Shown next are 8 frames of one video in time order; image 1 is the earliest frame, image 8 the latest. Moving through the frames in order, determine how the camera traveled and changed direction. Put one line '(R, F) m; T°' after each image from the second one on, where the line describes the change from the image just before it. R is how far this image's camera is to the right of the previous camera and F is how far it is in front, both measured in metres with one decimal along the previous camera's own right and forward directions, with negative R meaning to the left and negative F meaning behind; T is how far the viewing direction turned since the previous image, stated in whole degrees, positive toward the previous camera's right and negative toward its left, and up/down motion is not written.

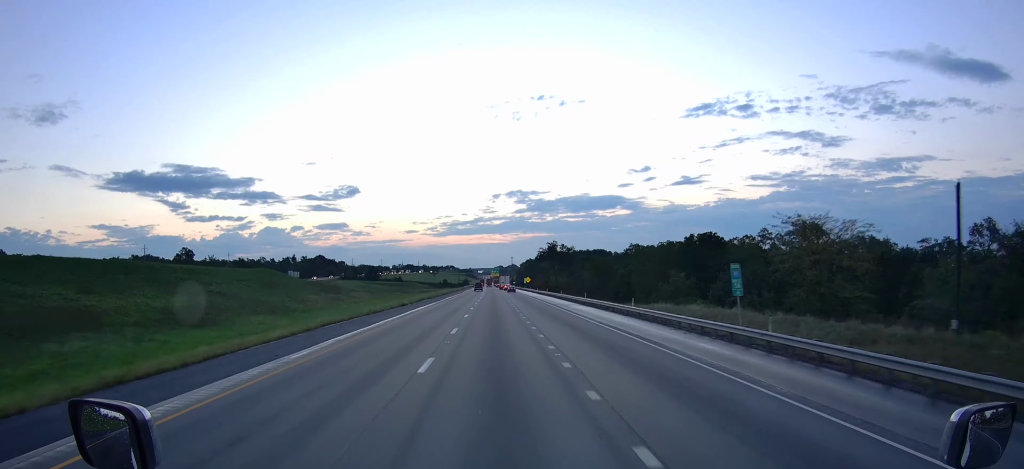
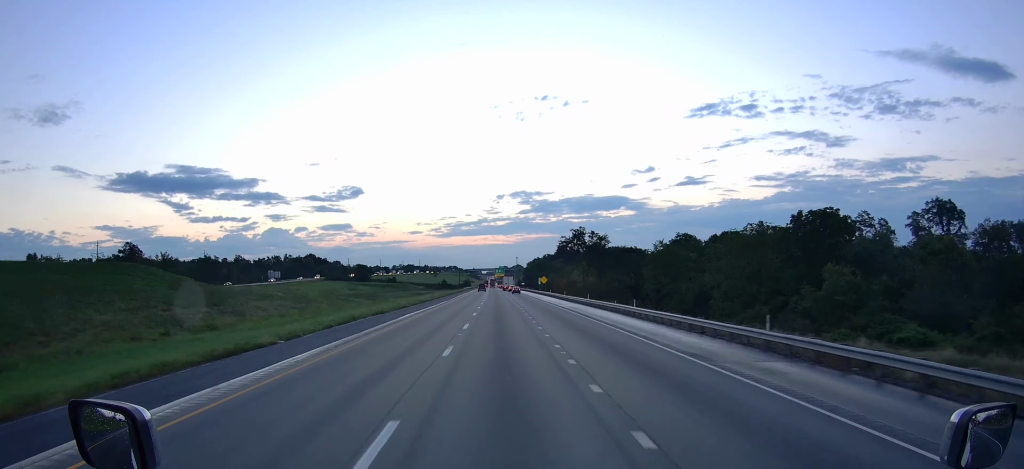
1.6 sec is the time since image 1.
(0.0, +45.1) m; 0°
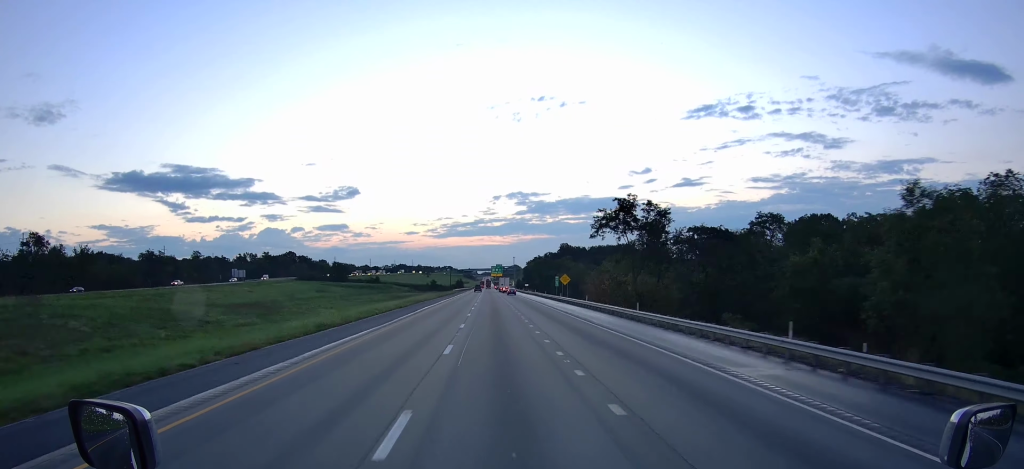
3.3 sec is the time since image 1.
(0.0, +47.9) m; 0°
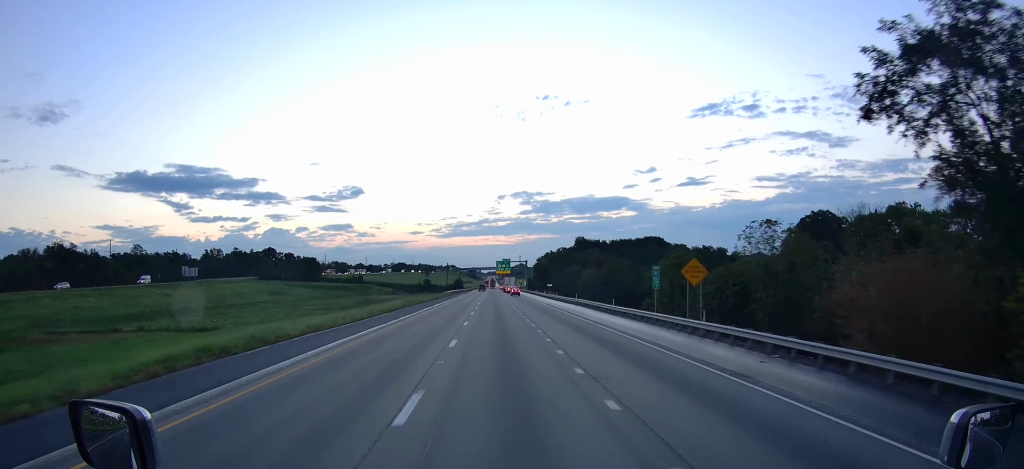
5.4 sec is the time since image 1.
(-0.1, +59.1) m; 0°
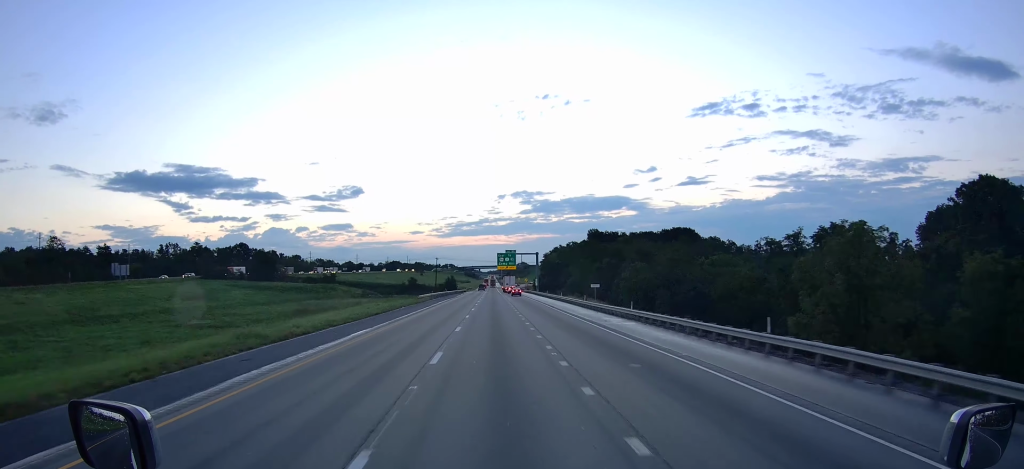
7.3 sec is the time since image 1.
(-0.1, +53.5) m; 0°
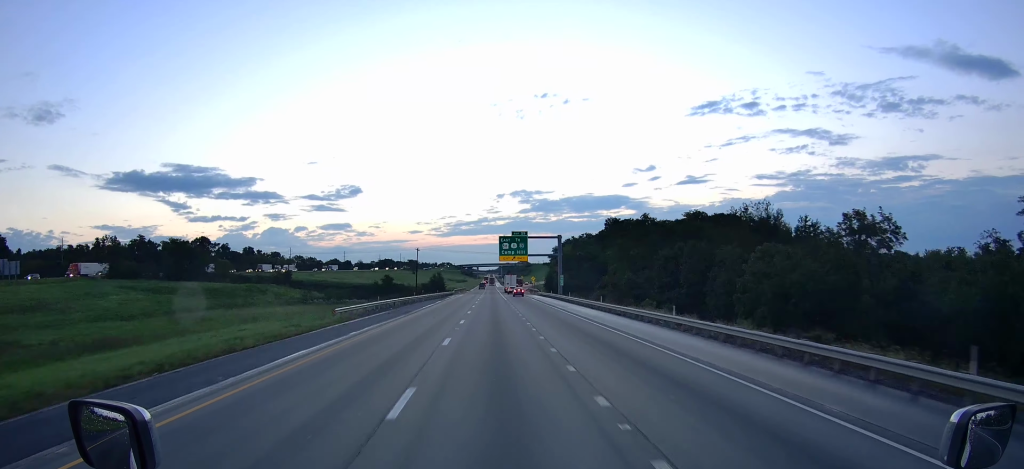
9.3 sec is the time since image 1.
(0.0, +56.3) m; 0°
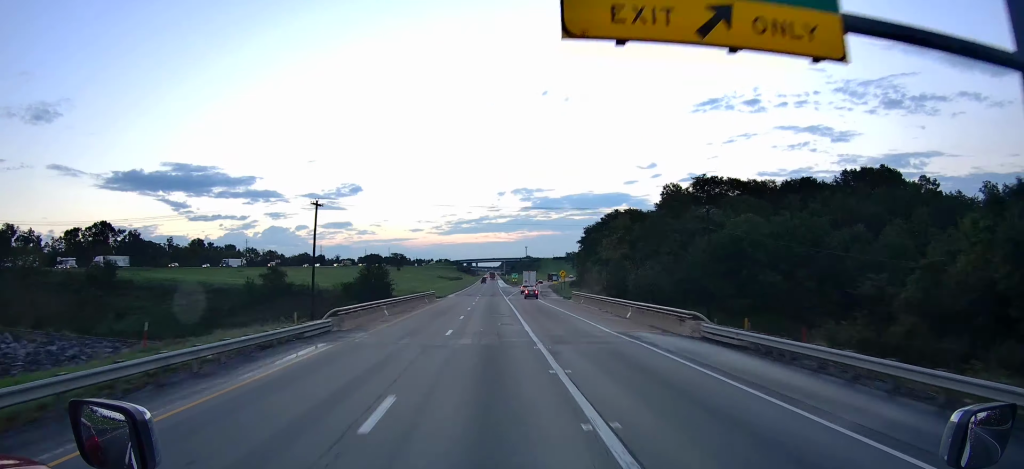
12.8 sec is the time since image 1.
(-0.2, +98.3) m; 0°
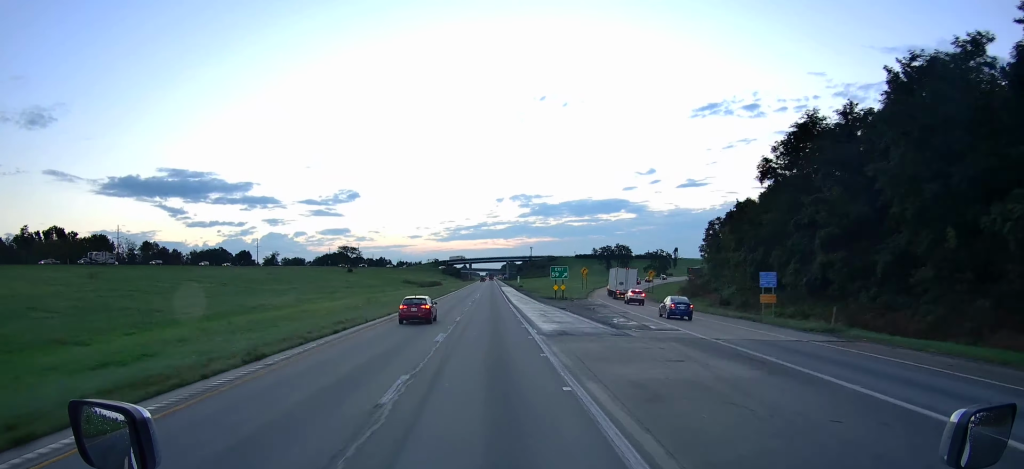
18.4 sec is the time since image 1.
(+0.3, +157.0) m; 0°
